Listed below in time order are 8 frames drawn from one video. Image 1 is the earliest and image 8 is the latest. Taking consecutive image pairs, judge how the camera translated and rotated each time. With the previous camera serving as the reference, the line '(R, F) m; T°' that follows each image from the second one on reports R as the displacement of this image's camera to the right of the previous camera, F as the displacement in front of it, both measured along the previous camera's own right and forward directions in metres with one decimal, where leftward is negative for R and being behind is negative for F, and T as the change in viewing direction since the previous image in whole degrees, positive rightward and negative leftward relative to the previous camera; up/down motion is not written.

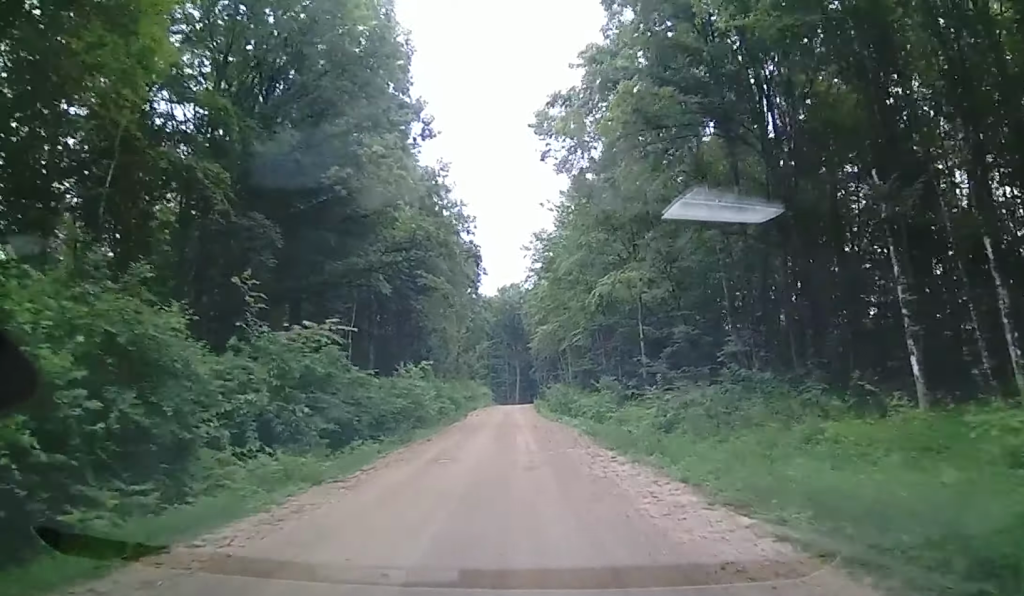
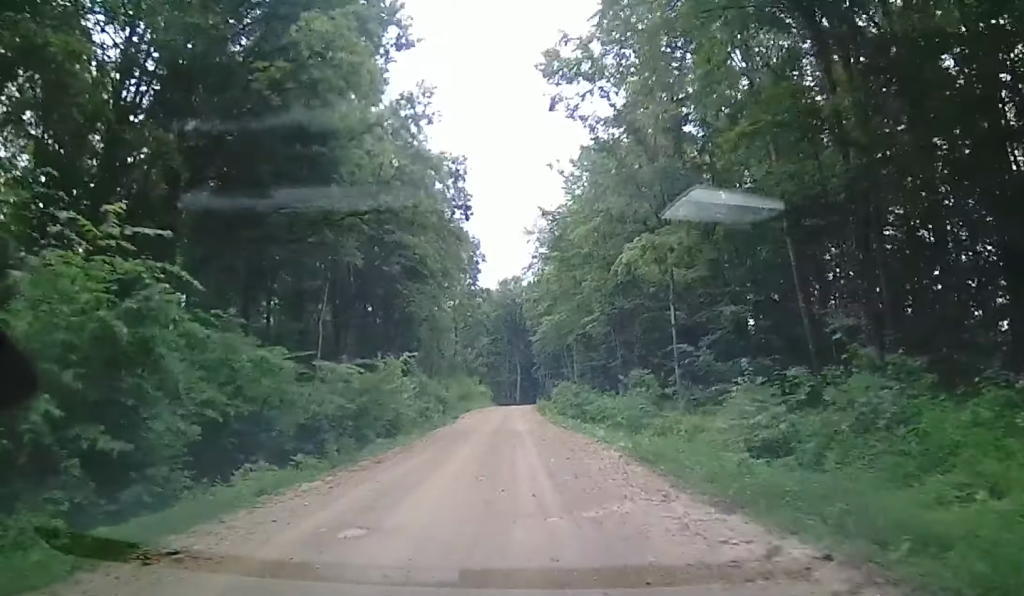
(0.0, +9.0) m; -3°
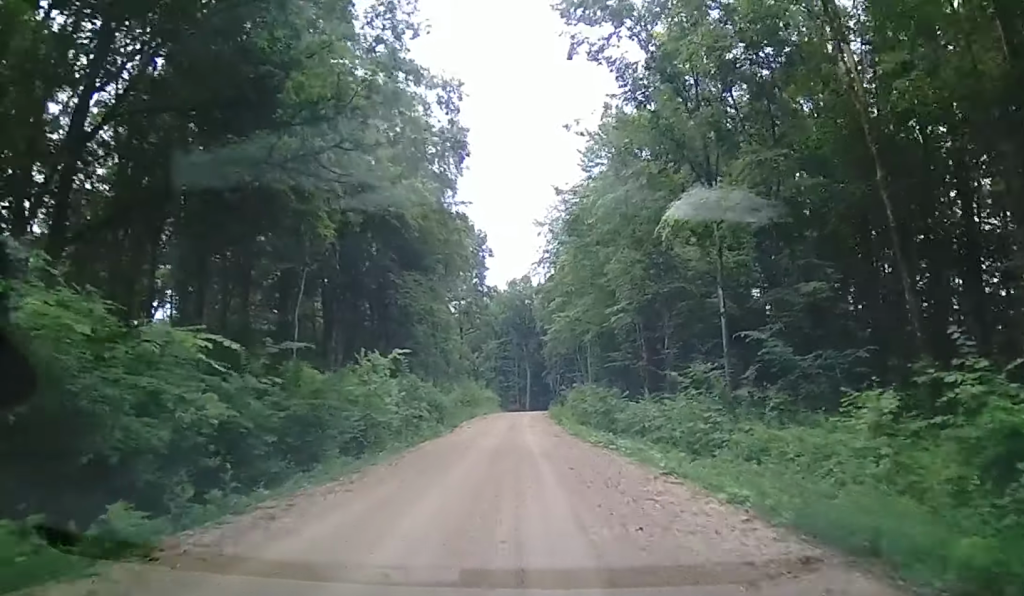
(-0.3, +7.2) m; -3°
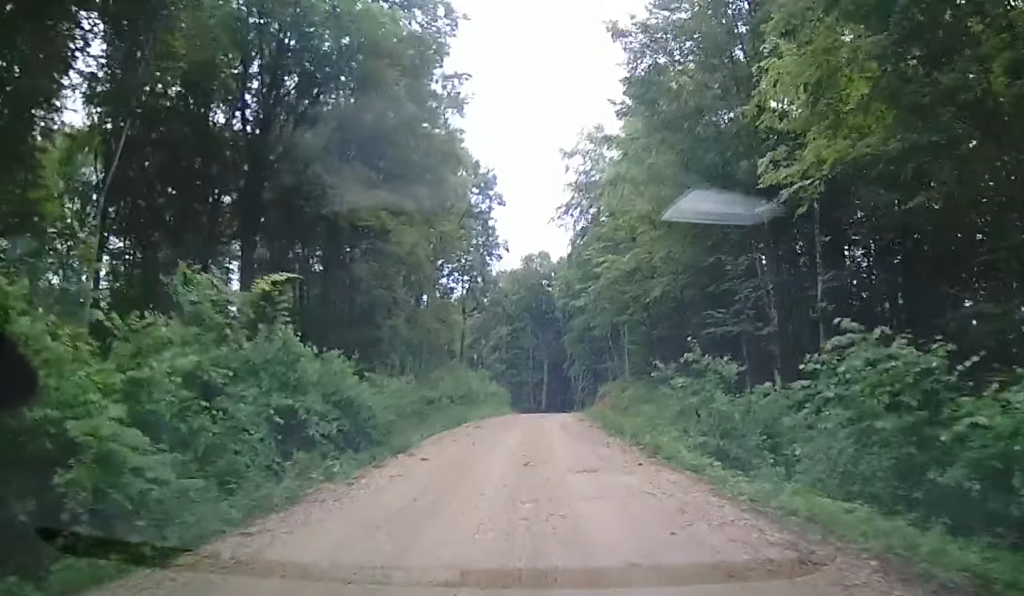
(+0.5, +21.3) m; +2°
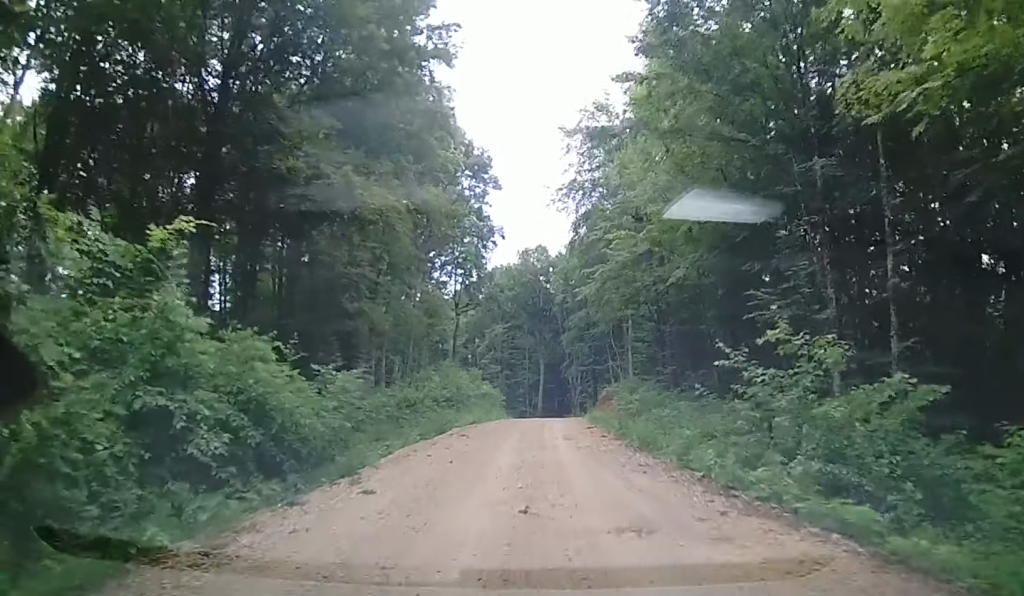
(0.0, +5.0) m; 0°
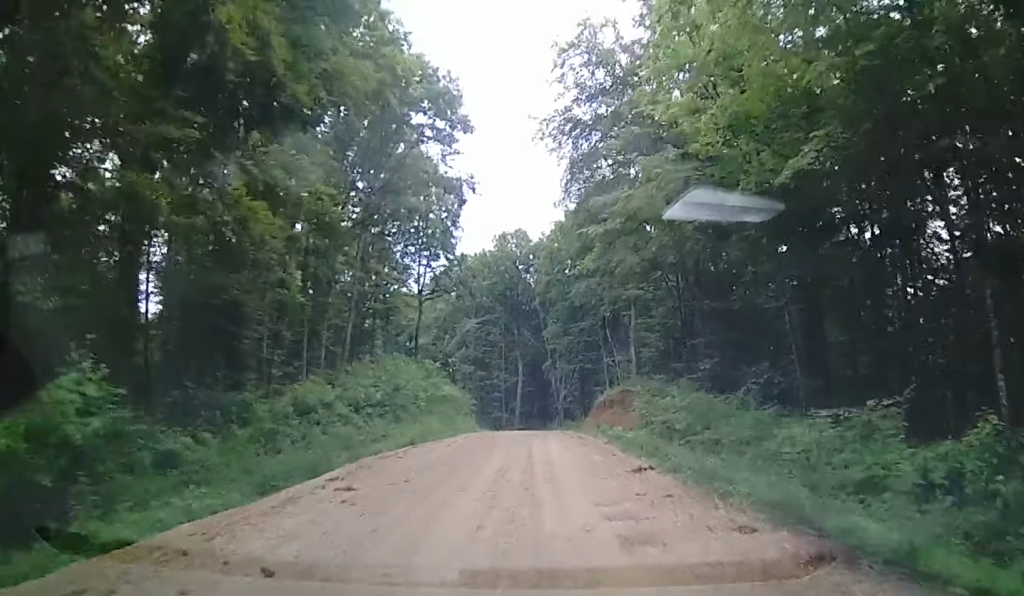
(+0.4, +13.2) m; +2°
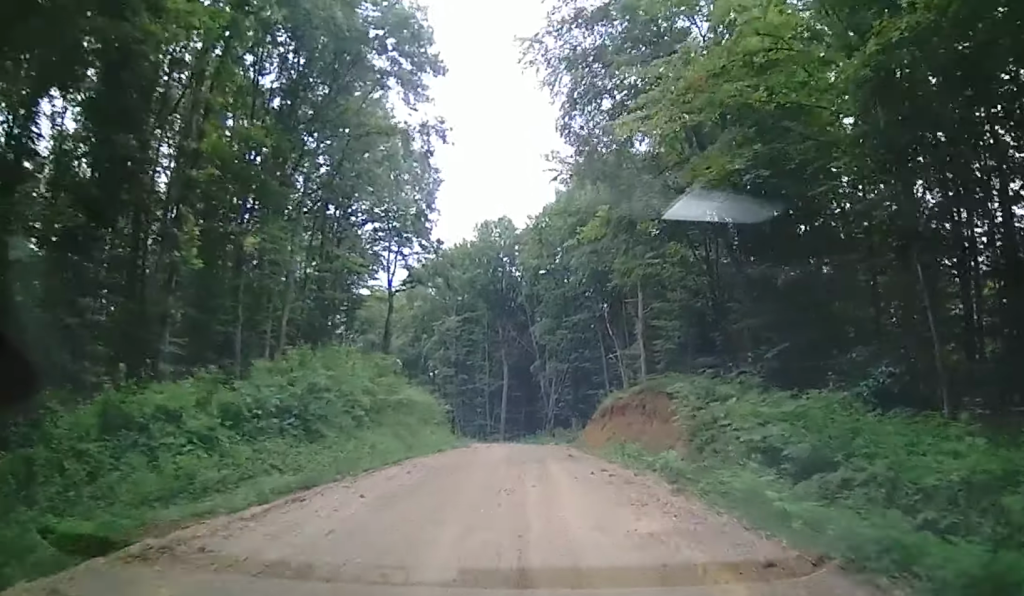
(-0.2, +8.8) m; +1°
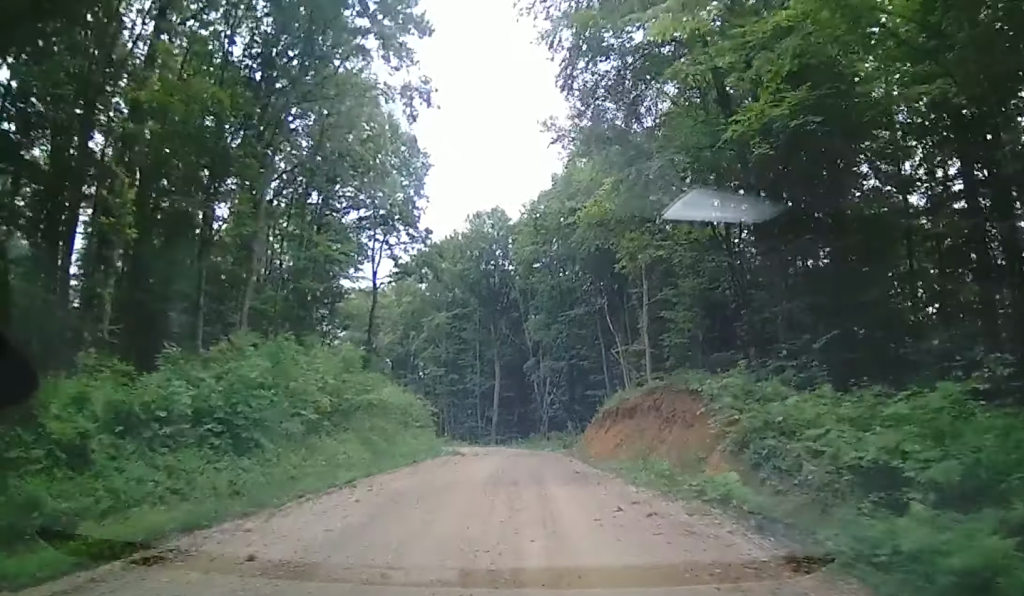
(+0.1, +3.9) m; +2°
